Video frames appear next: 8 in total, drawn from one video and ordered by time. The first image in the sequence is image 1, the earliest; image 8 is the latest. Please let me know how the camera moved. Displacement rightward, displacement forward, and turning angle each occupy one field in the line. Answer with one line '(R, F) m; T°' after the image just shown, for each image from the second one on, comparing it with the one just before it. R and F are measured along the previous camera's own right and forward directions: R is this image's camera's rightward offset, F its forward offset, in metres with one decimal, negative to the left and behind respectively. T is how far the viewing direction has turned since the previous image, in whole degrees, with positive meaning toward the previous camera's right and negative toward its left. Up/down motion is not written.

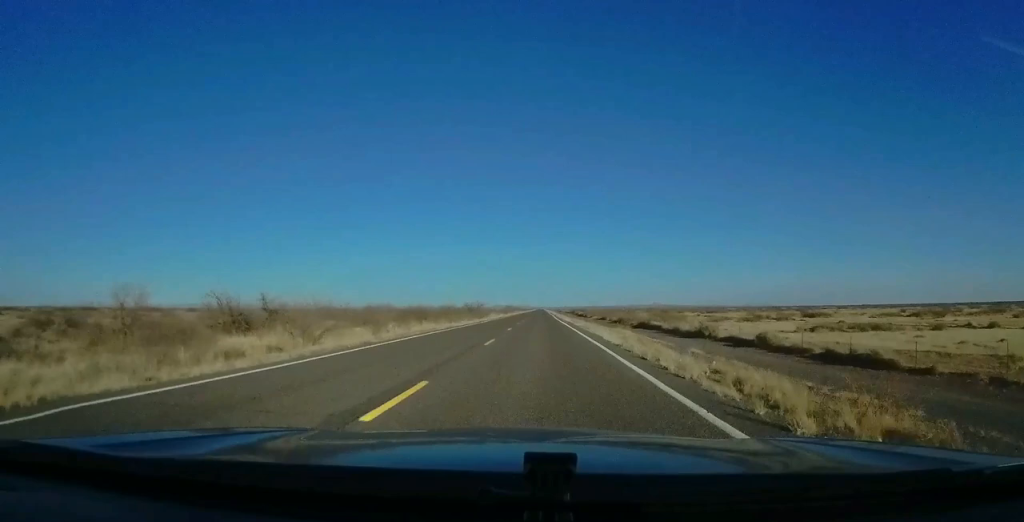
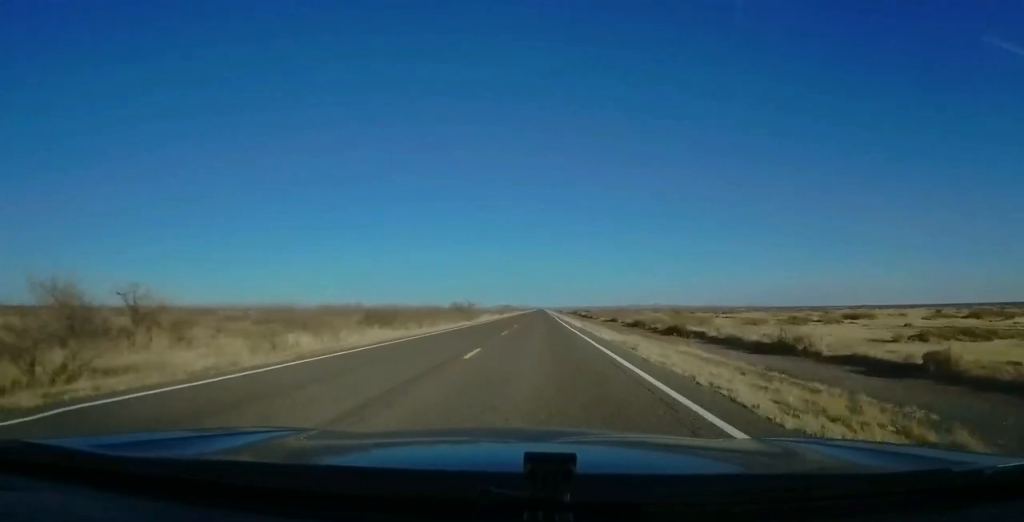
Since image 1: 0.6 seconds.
(-0.1, +16.8) m; +1°
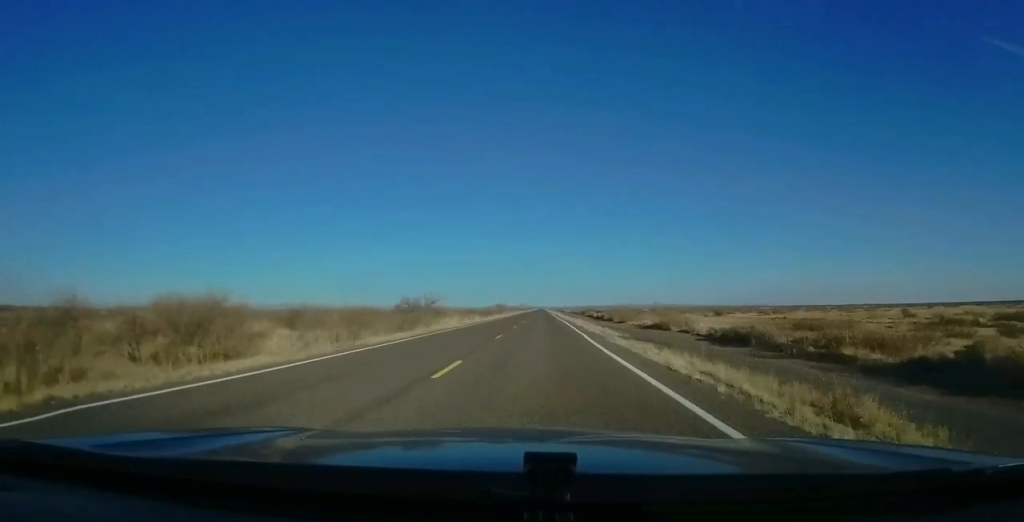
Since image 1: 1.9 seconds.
(+0.7, +40.3) m; +1°
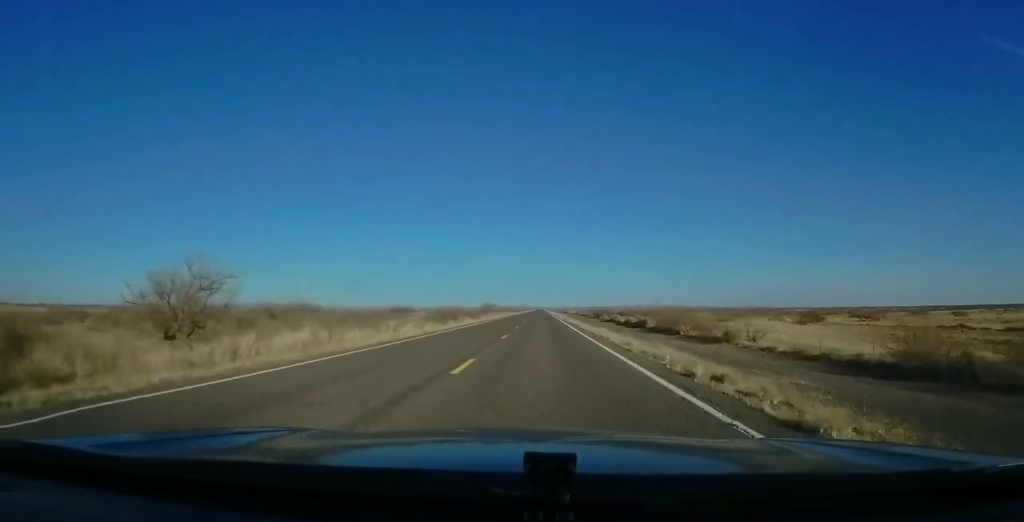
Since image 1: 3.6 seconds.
(-0.9, +48.0) m; -1°
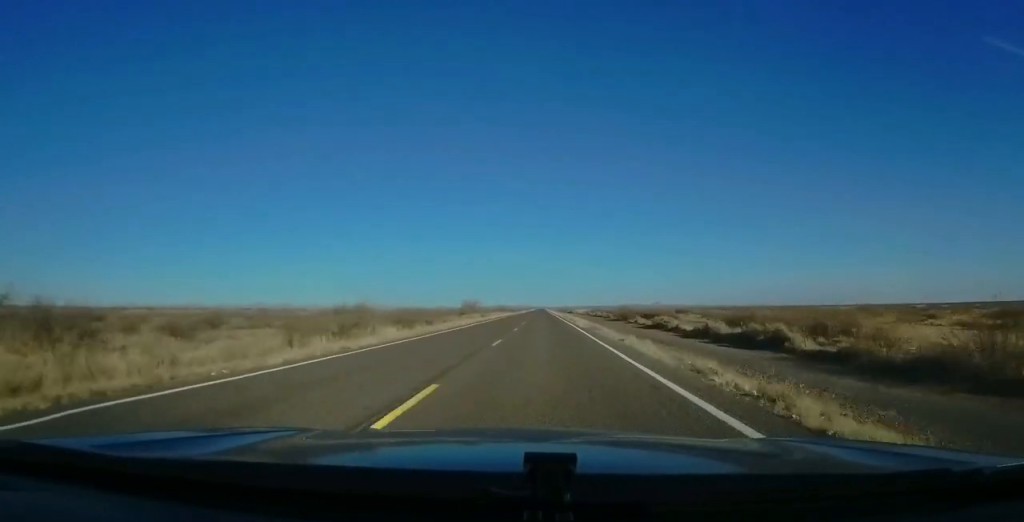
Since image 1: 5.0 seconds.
(0.0, +41.2) m; 0°
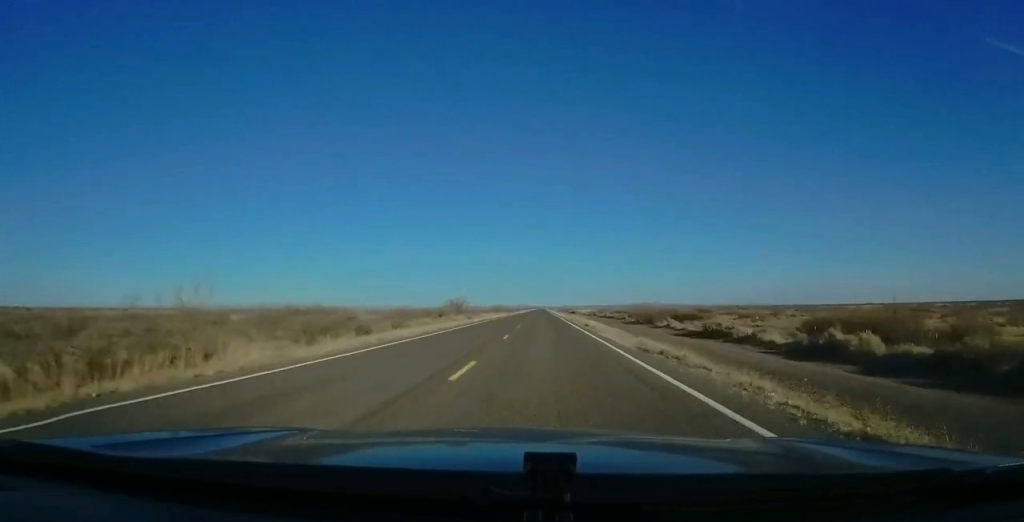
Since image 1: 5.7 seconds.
(-0.1, +20.7) m; 0°
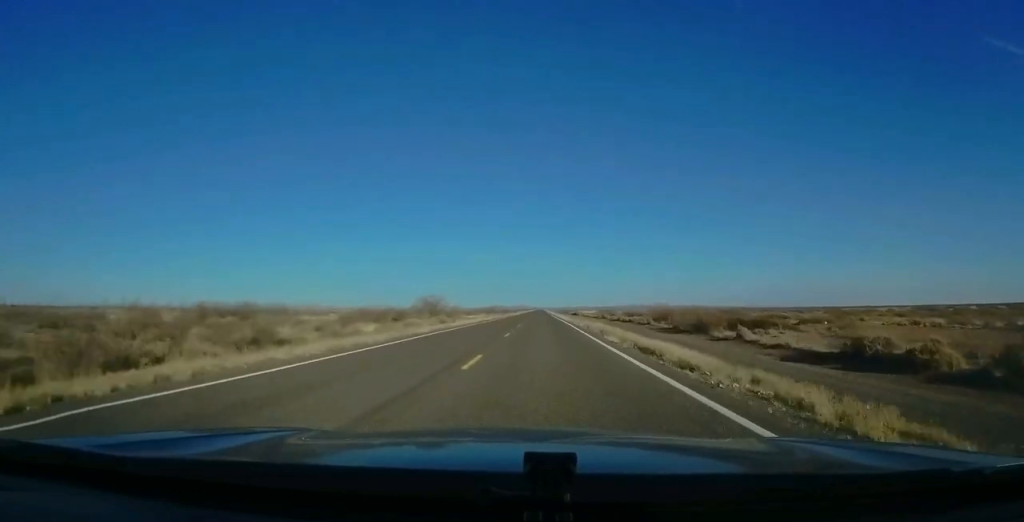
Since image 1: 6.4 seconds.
(+0.1, +22.6) m; +1°
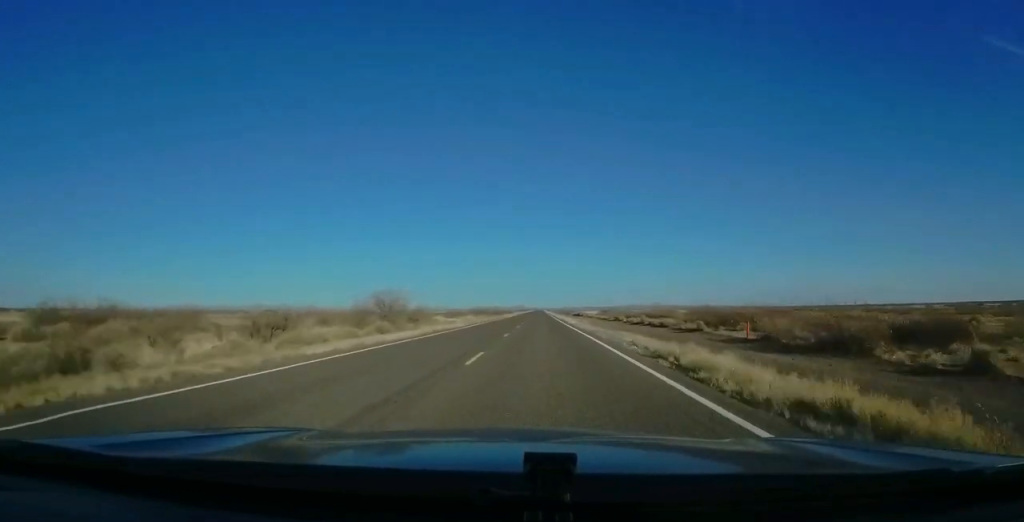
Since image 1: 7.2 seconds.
(+0.2, +23.6) m; +1°
